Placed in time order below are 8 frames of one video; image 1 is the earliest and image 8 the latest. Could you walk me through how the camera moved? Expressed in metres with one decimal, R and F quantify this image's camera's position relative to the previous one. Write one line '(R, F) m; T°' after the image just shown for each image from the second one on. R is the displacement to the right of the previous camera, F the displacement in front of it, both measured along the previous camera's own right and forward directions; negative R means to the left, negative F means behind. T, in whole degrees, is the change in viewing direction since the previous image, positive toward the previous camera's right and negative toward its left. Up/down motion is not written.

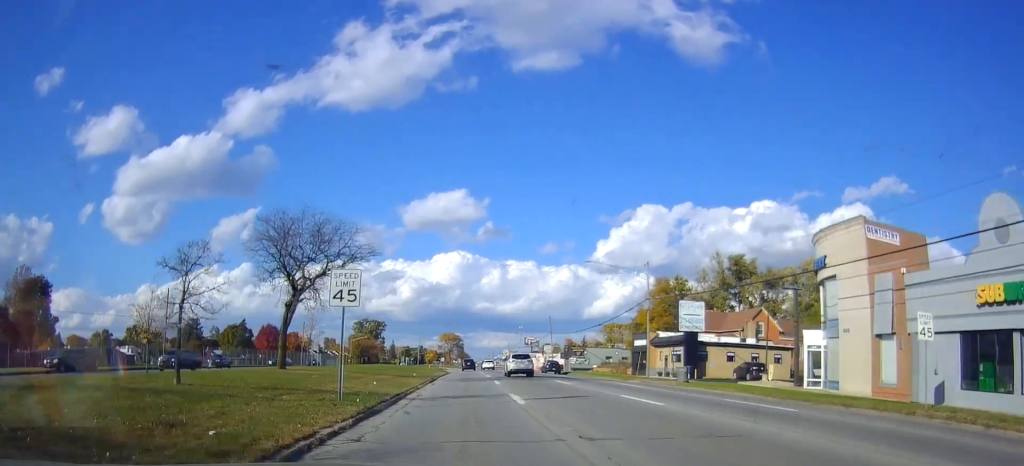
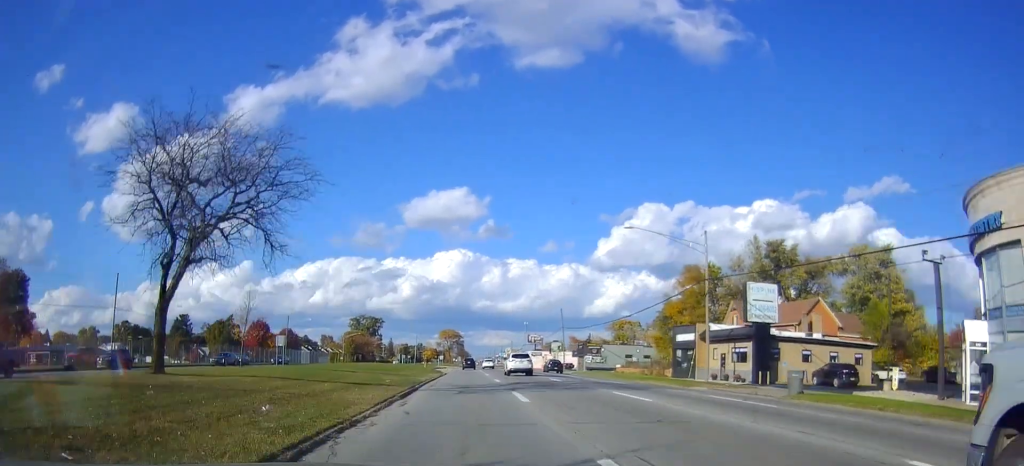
(+0.5, +13.7) m; +1°
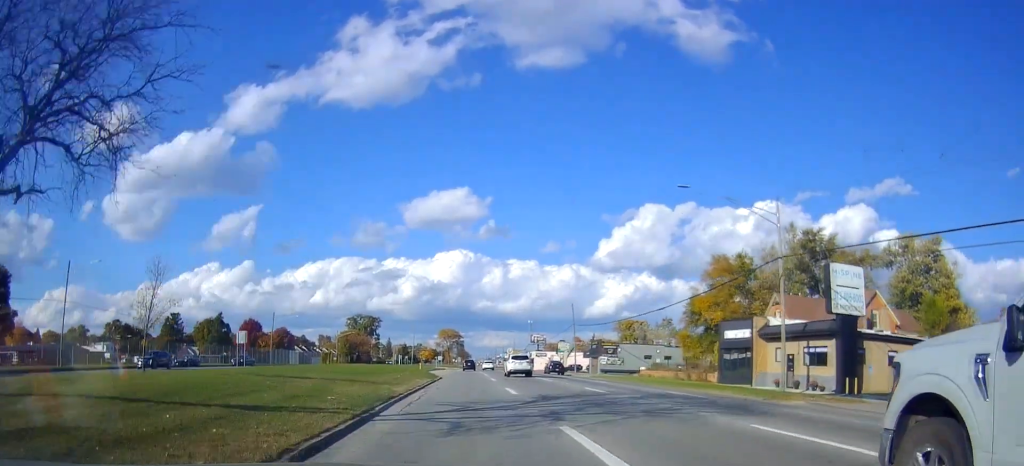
(+0.2, +10.5) m; 0°
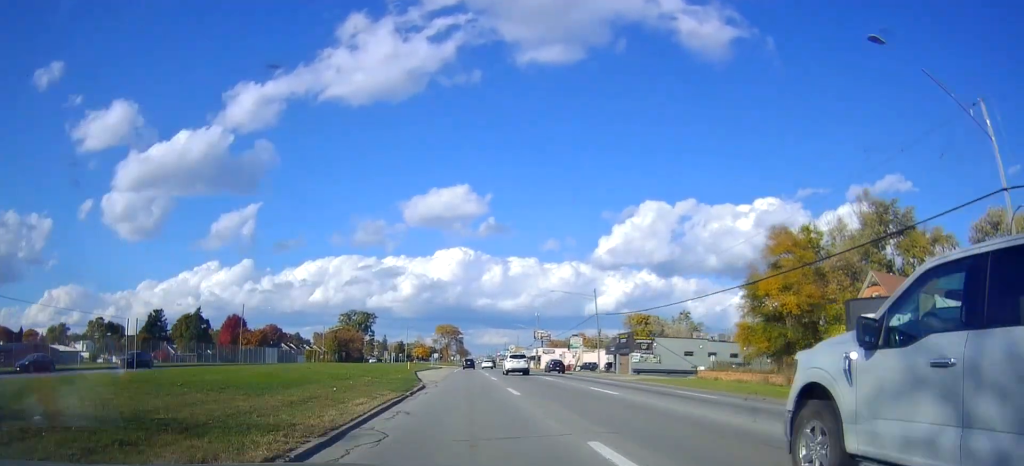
(-0.2, +17.1) m; -2°
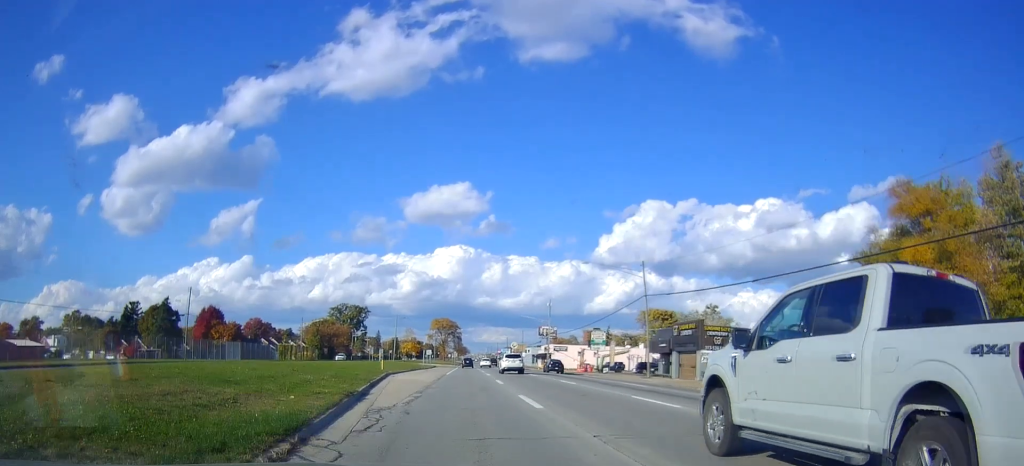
(-0.2, +21.8) m; +1°
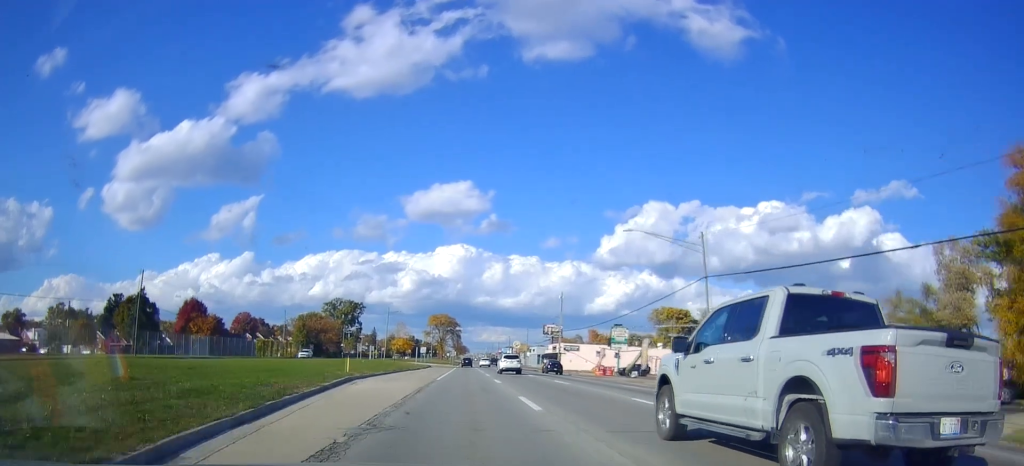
(+0.6, +14.5) m; +1°
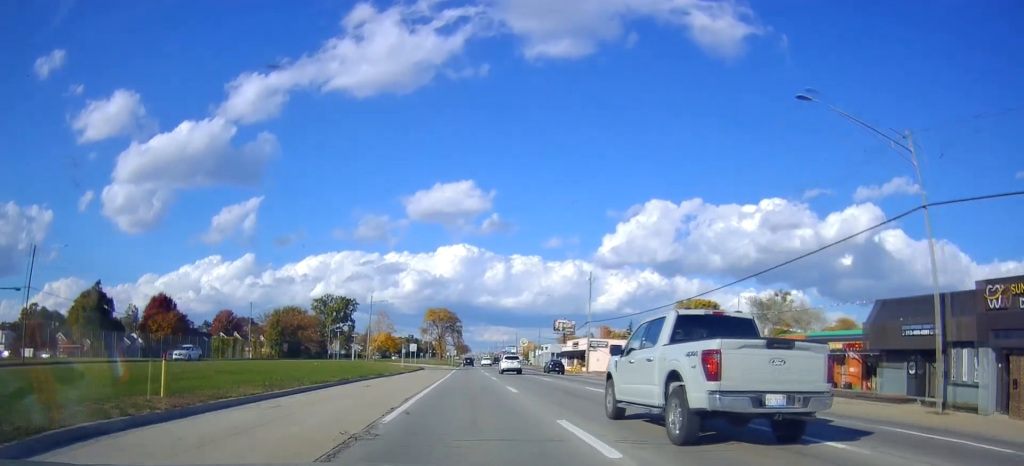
(-0.2, +23.3) m; 0°
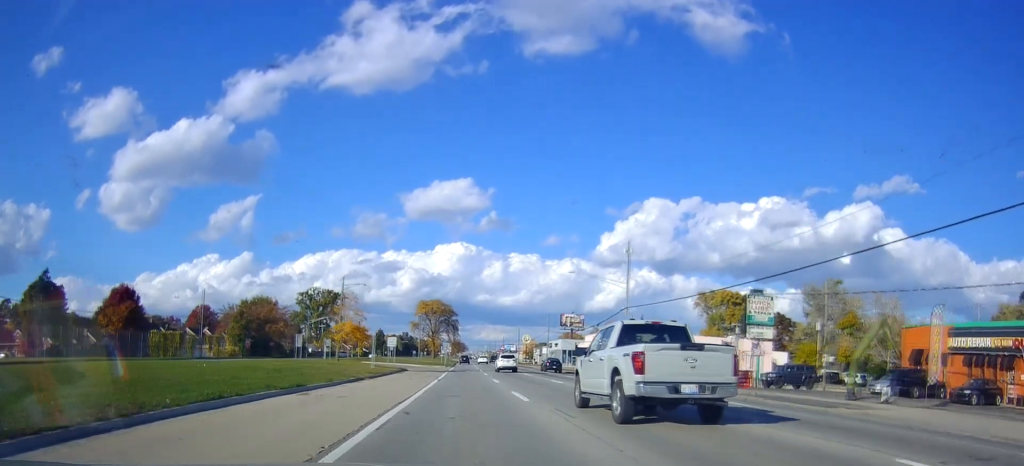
(+0.4, +20.8) m; -1°
